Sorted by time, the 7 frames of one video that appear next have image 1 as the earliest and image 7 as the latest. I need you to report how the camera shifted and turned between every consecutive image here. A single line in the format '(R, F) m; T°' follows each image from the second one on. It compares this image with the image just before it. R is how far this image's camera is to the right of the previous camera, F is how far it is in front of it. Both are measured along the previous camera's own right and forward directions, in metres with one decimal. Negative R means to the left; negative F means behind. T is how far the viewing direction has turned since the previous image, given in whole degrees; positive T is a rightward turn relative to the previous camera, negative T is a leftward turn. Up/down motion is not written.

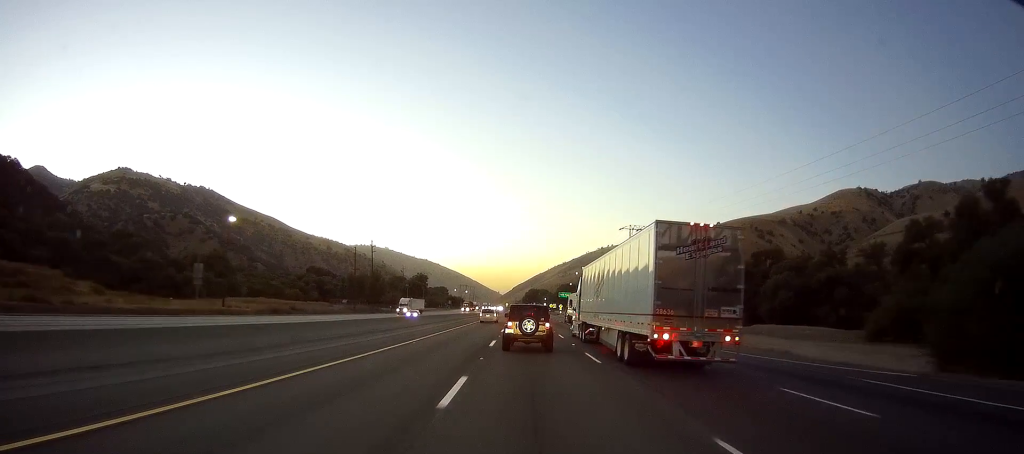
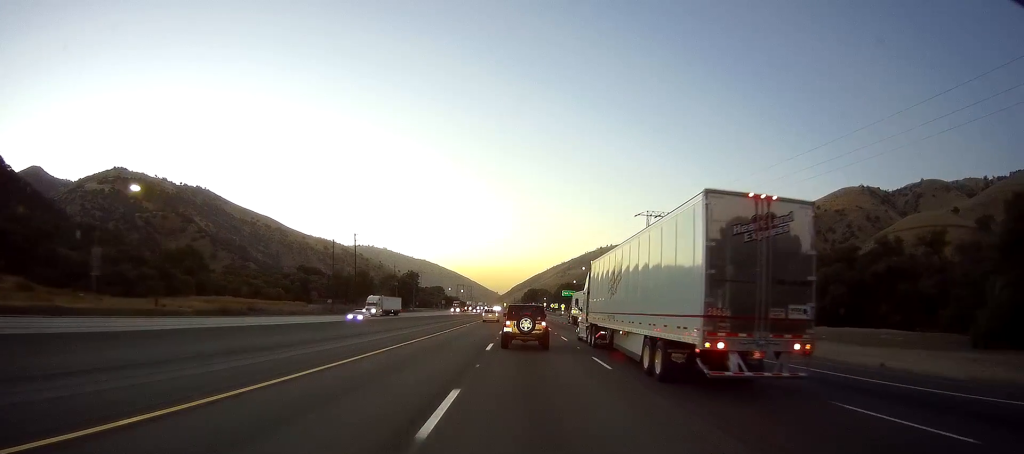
(-0.3, +16.8) m; 0°
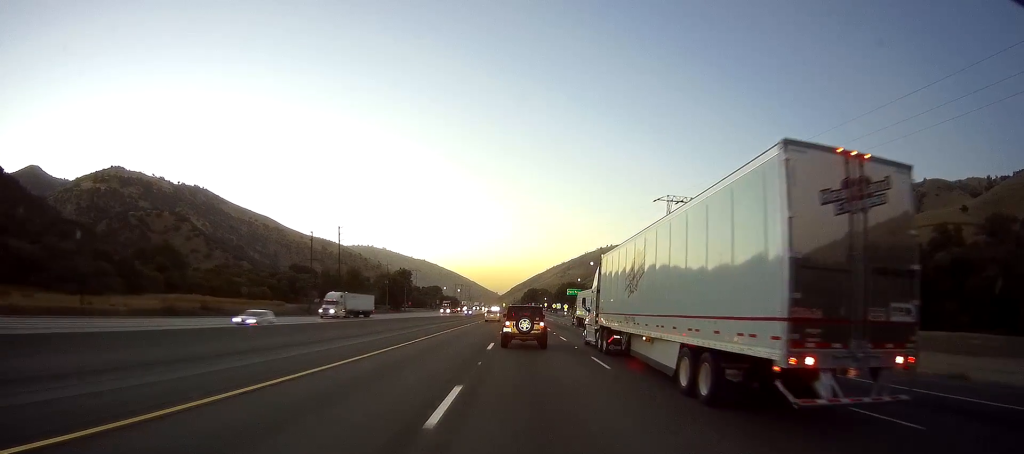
(+0.1, +14.1) m; 0°
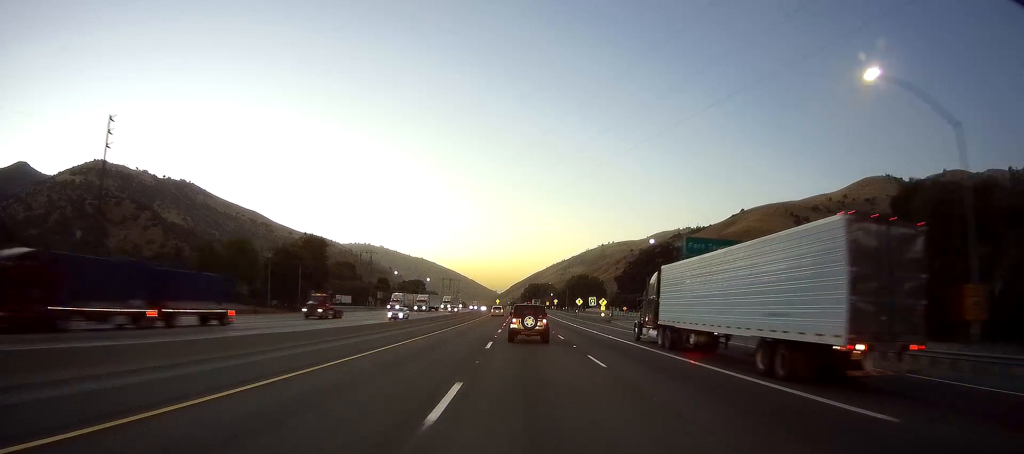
(+0.2, +88.9) m; 0°
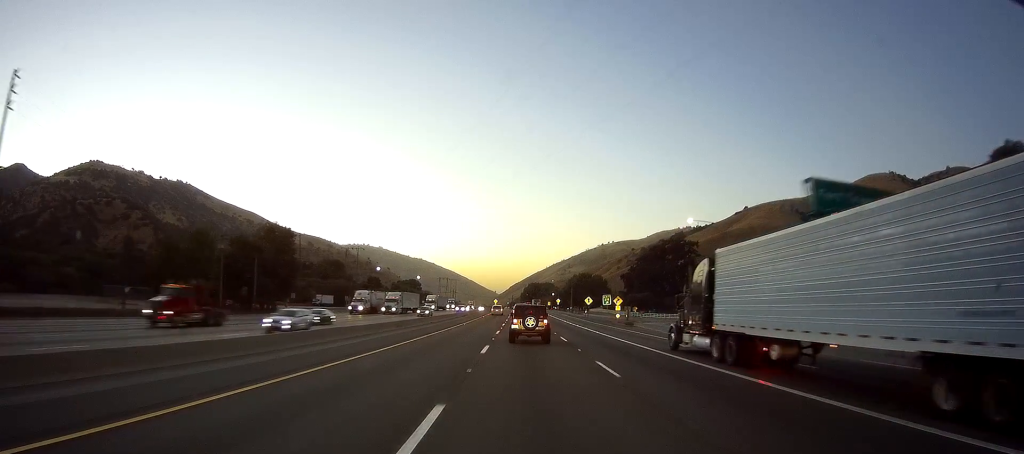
(-0.1, +16.9) m; -1°
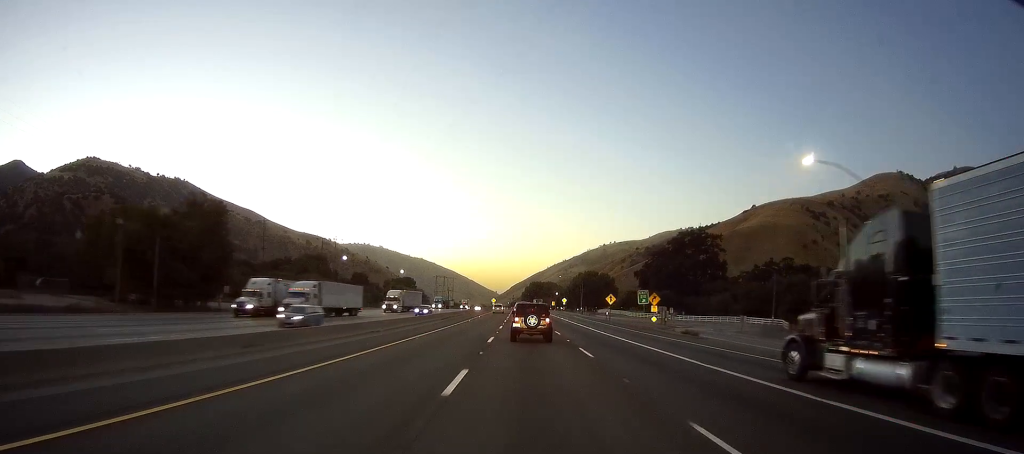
(-0.1, +24.3) m; 0°
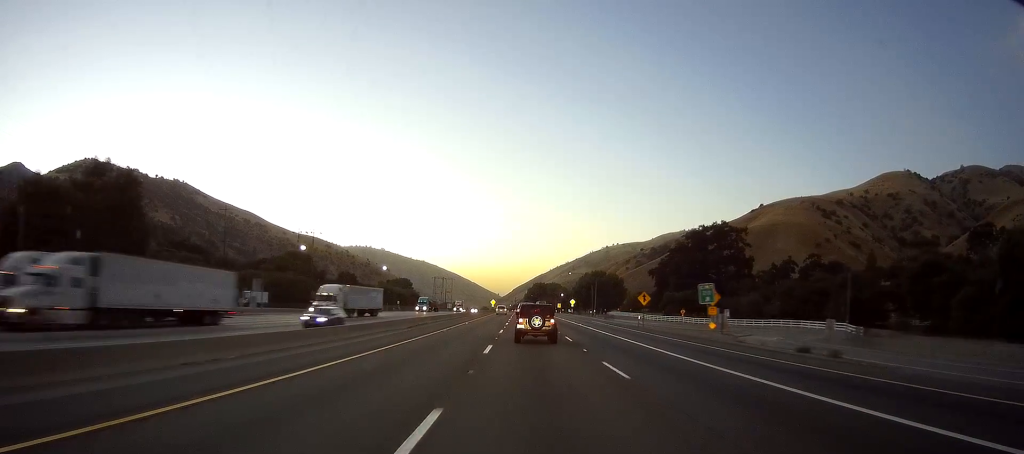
(0.0, +20.2) m; 0°
